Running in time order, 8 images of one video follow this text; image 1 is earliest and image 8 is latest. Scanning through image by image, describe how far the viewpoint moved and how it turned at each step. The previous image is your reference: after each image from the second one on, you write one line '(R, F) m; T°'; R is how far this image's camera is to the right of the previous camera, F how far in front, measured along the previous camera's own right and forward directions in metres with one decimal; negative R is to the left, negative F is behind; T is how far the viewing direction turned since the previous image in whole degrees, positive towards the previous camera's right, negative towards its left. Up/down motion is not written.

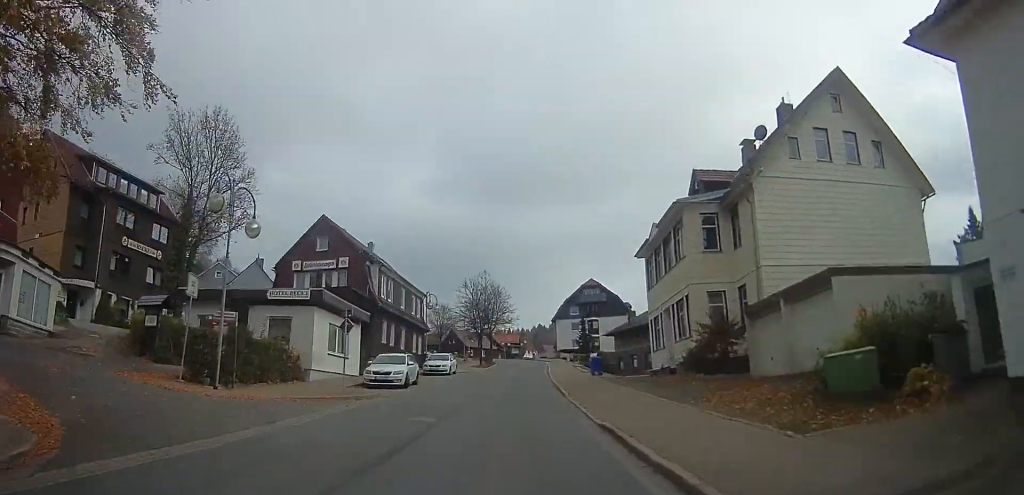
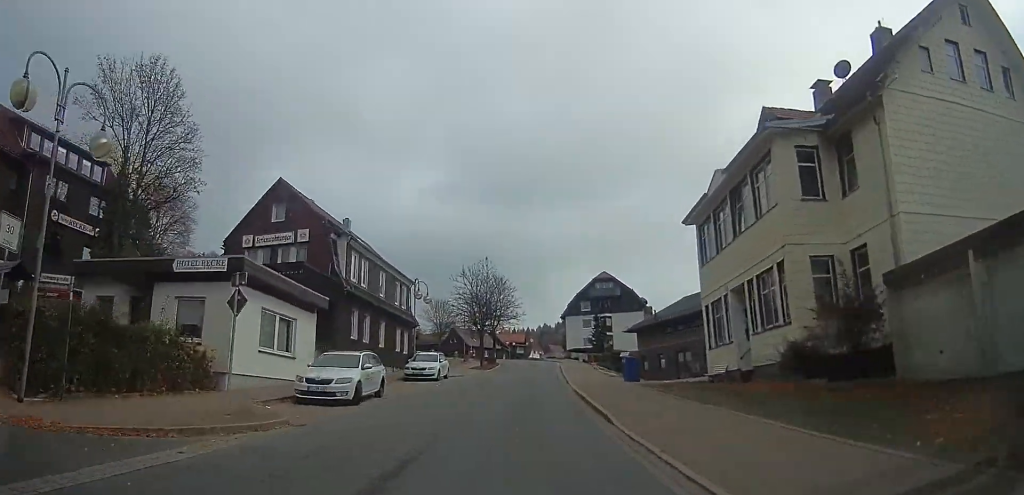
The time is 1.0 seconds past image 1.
(-0.3, +7.3) m; -3°
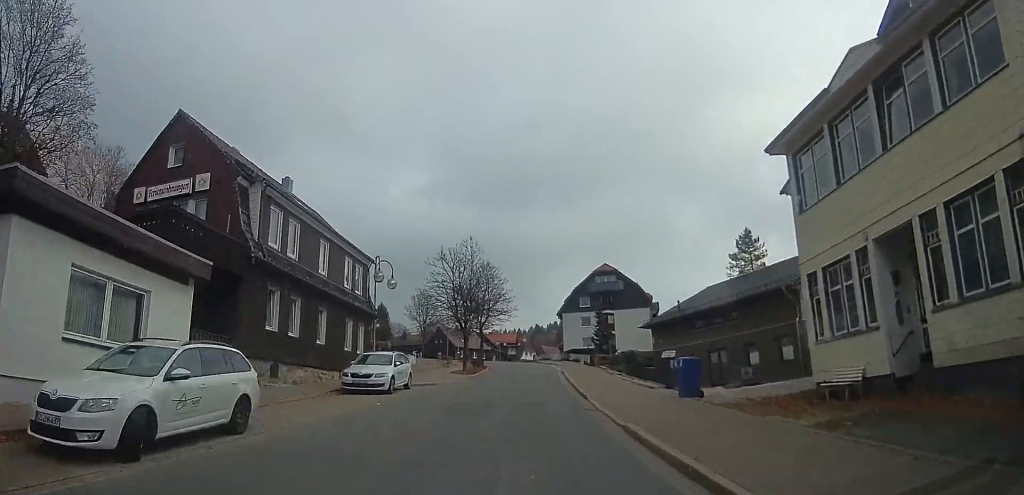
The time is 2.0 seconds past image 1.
(-0.1, +8.2) m; 0°
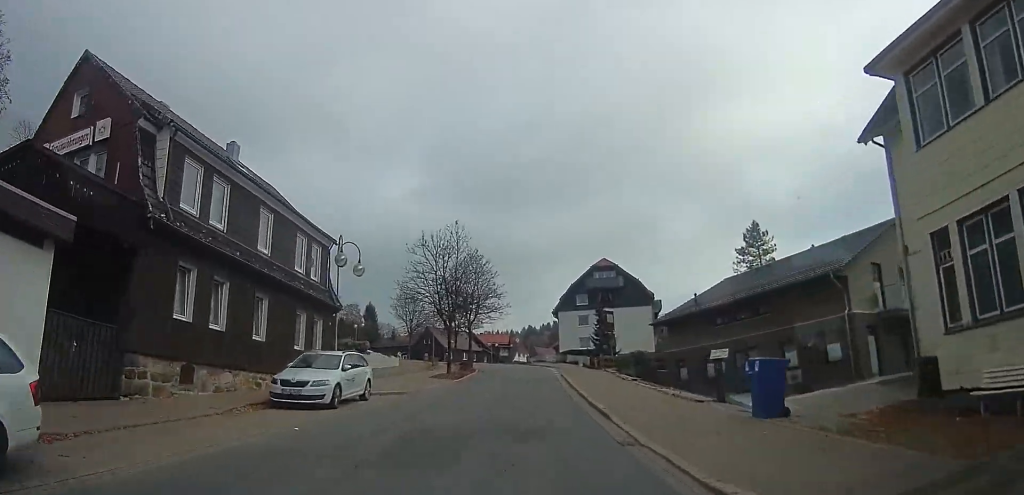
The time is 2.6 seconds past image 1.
(0.0, +4.8) m; 0°
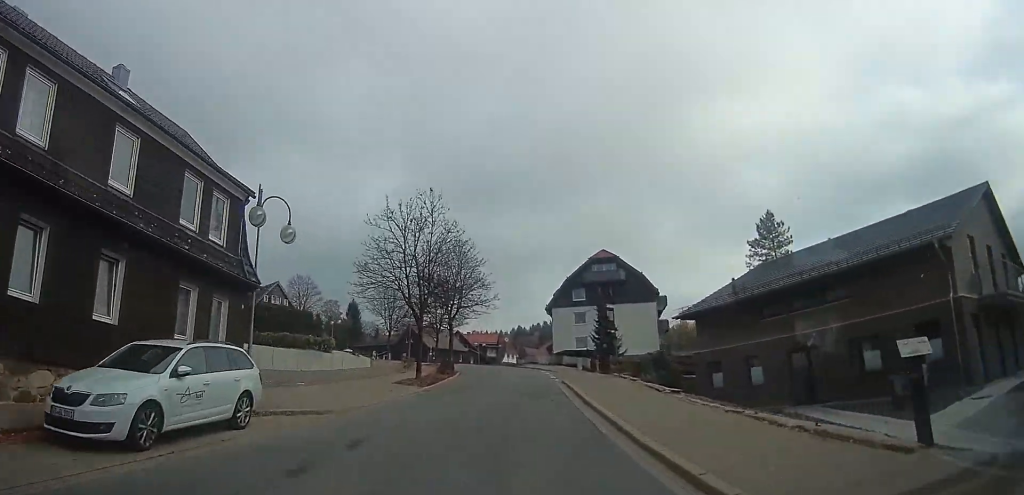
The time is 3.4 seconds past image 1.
(0.0, +6.6) m; +2°
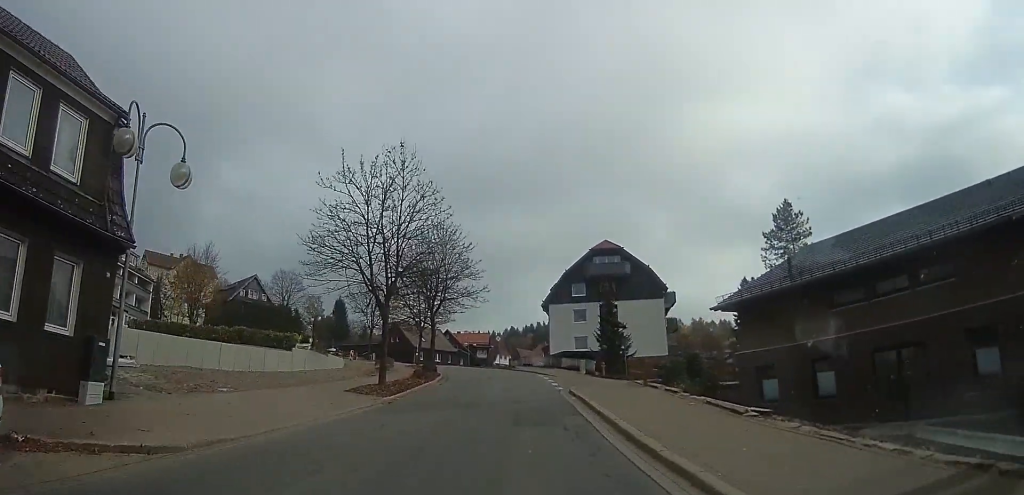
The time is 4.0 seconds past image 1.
(-0.1, +5.6) m; +5°
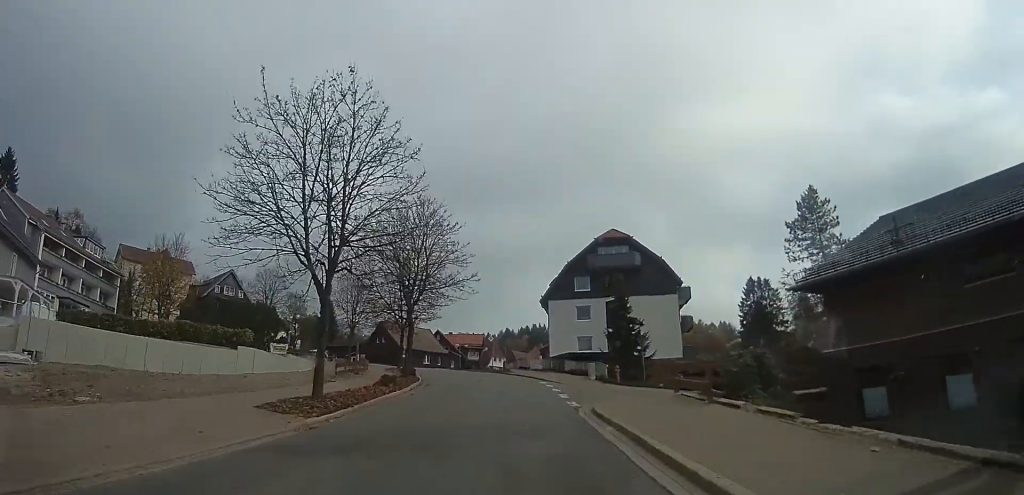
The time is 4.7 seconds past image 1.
(+0.6, +6.0) m; 0°
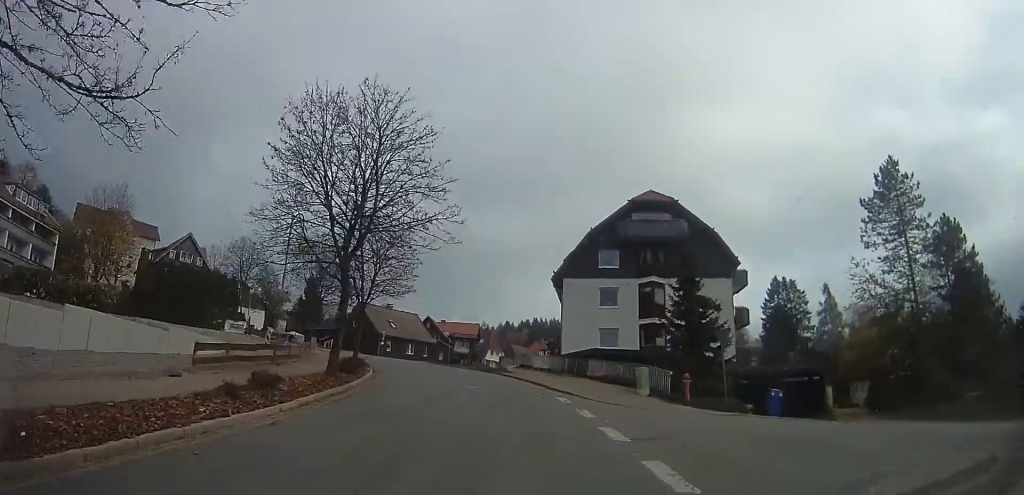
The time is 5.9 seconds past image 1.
(-0.8, +11.6) m; -8°
